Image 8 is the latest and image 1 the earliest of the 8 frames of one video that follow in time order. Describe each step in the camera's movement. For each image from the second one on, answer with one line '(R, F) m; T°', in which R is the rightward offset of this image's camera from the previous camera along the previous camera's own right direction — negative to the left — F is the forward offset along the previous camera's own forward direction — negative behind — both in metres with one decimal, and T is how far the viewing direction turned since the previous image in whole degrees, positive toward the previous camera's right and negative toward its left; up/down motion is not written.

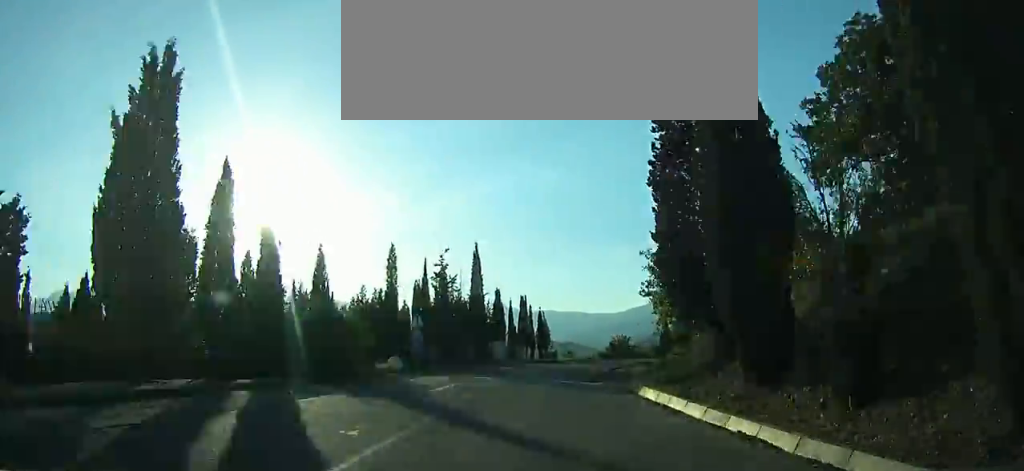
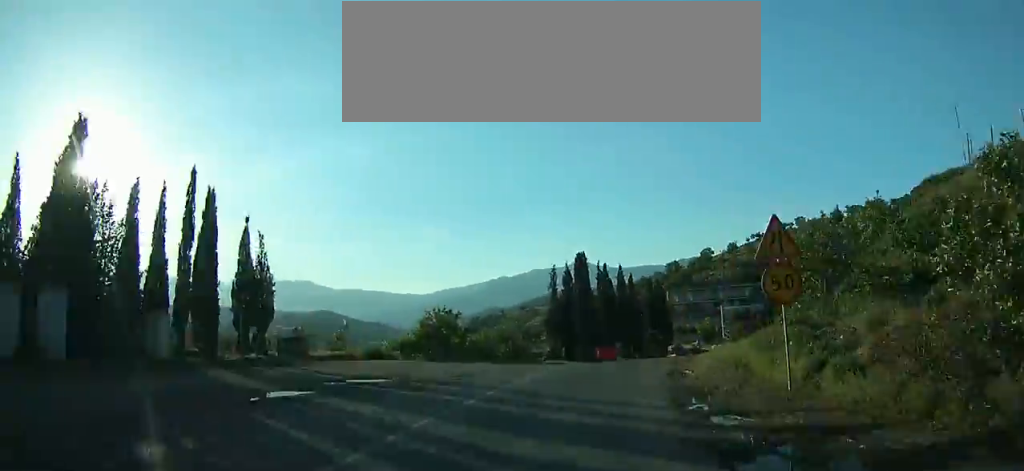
(+6.0, +37.2) m; +24°
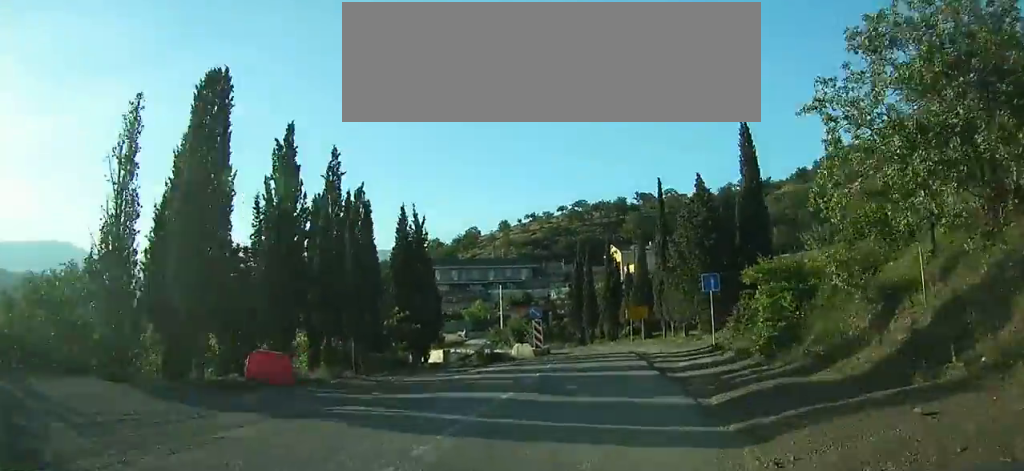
(+5.1, +25.7) m; +16°
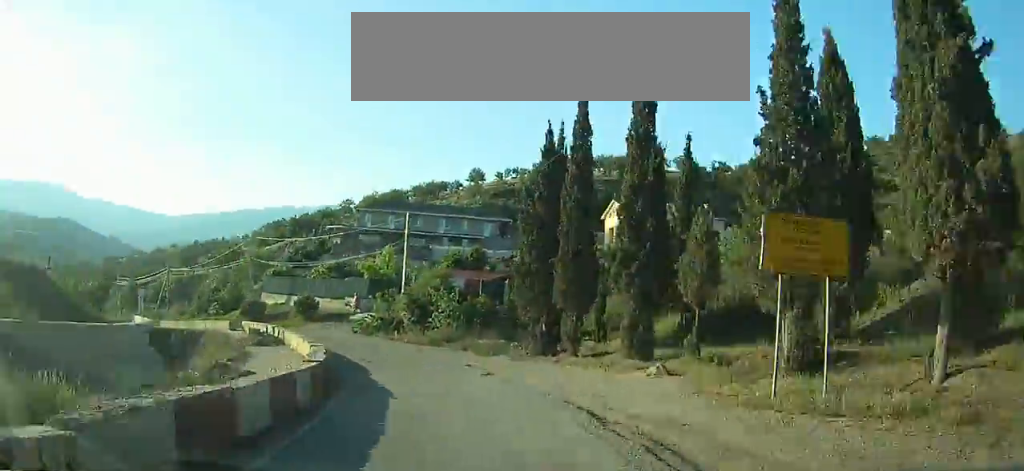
(+5.2, +35.6) m; +1°
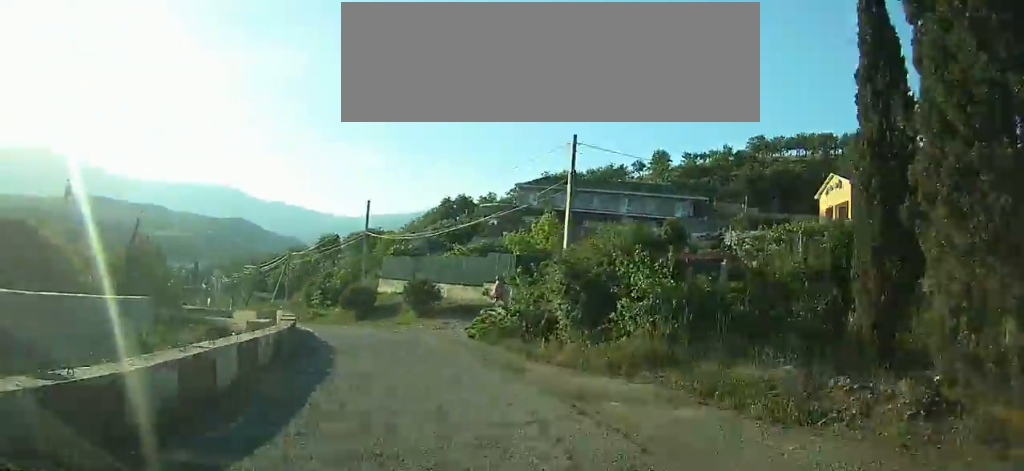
(-0.4, +16.4) m; -8°
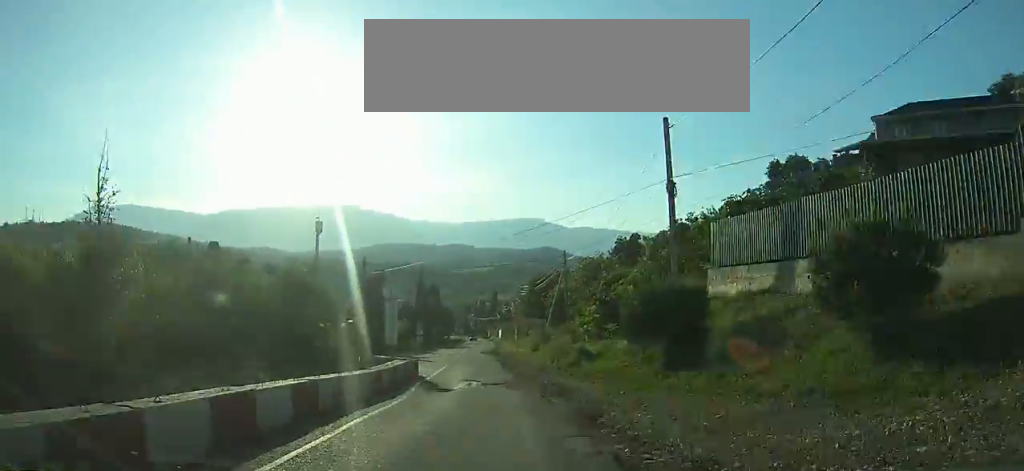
(-2.7, +25.9) m; -20°
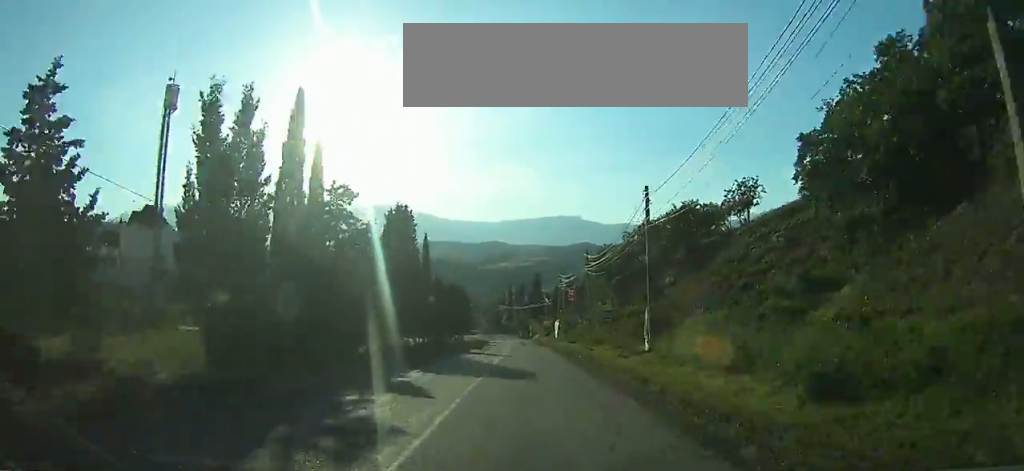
(-18.4, +71.6) m; -17°
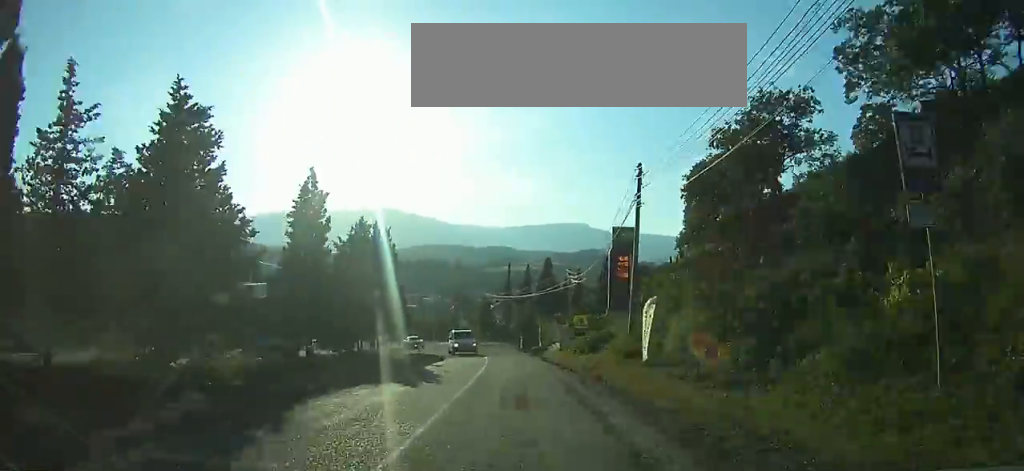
(-1.2, +46.8) m; -3°
